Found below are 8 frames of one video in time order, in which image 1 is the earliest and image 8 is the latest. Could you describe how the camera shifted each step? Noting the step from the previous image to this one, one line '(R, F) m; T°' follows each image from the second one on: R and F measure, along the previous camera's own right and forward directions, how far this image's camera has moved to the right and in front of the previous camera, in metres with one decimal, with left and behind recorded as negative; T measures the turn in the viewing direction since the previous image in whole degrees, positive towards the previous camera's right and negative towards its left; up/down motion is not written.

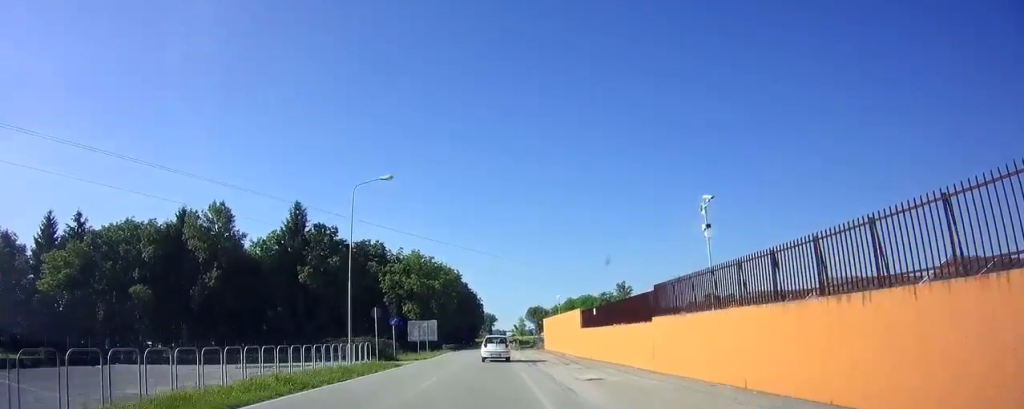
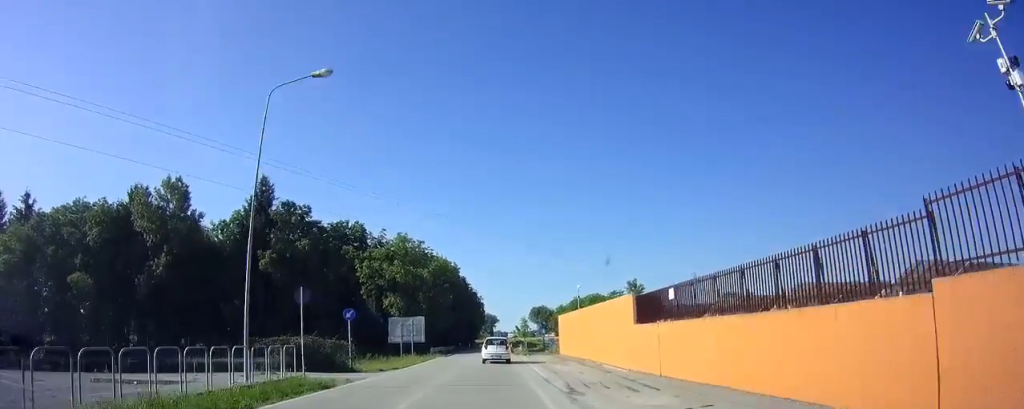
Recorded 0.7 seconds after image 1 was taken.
(-0.1, +11.2) m; 0°
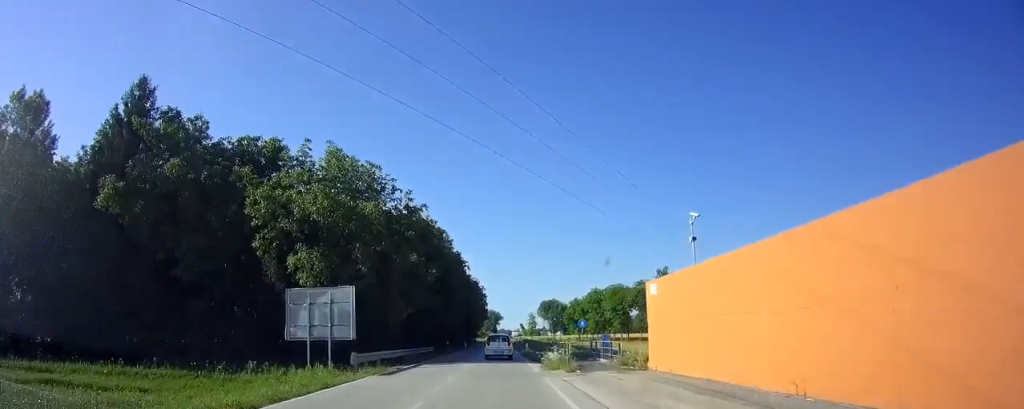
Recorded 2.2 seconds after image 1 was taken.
(+0.1, +25.1) m; +1°
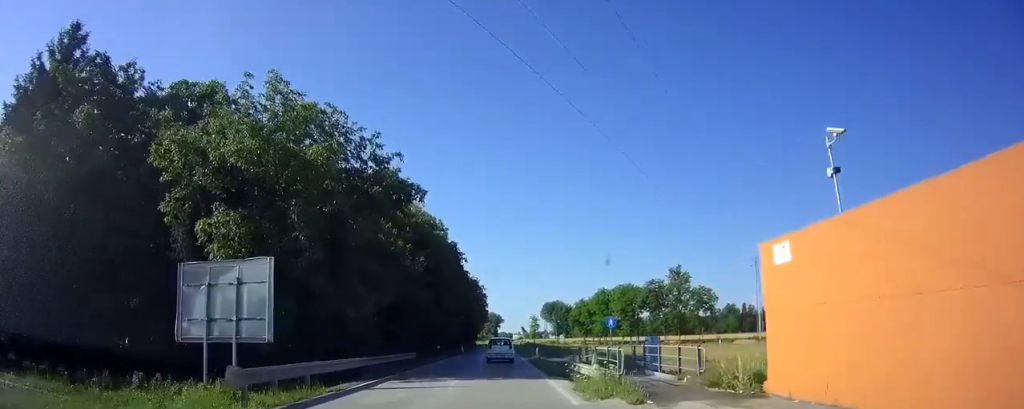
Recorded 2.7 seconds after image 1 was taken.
(0.0, +8.9) m; 0°
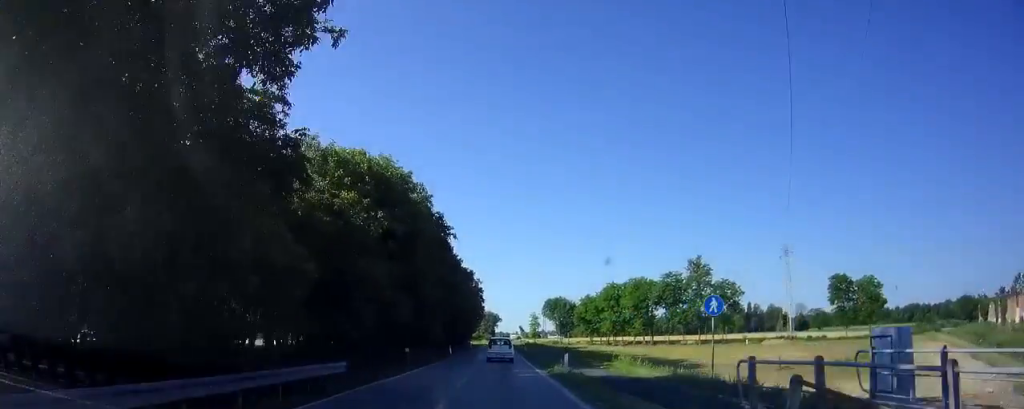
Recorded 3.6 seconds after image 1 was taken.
(+0.1, +15.1) m; +1°
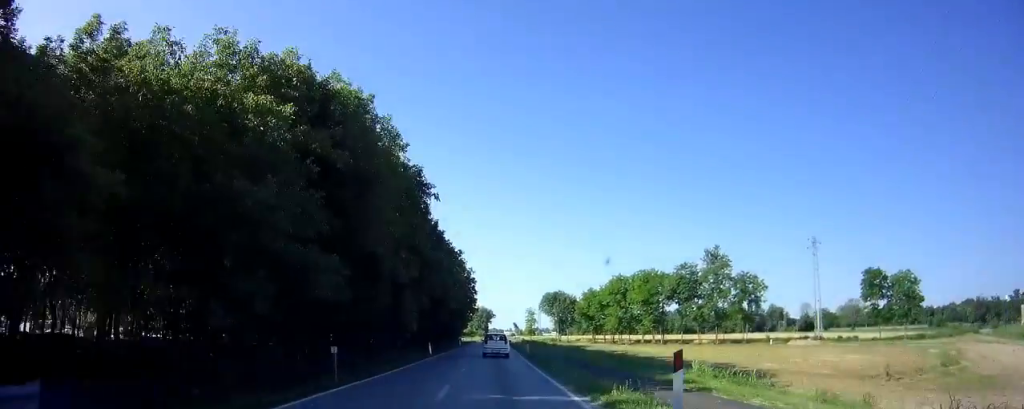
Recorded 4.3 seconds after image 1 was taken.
(+0.1, +11.1) m; 0°
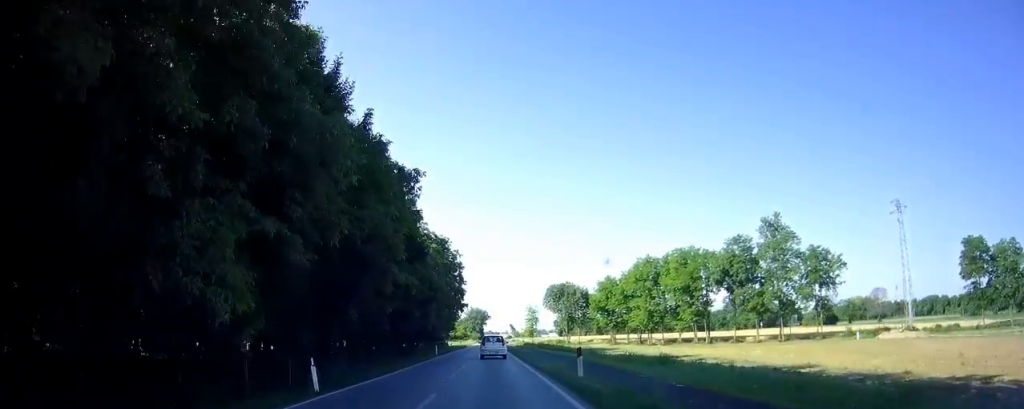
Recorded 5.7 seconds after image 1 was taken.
(0.0, +24.5) m; 0°
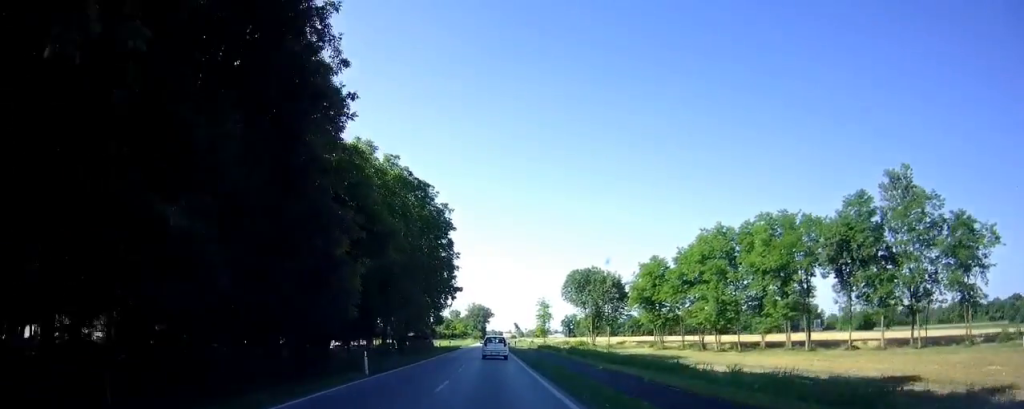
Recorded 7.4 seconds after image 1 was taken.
(-0.1, +27.5) m; 0°
